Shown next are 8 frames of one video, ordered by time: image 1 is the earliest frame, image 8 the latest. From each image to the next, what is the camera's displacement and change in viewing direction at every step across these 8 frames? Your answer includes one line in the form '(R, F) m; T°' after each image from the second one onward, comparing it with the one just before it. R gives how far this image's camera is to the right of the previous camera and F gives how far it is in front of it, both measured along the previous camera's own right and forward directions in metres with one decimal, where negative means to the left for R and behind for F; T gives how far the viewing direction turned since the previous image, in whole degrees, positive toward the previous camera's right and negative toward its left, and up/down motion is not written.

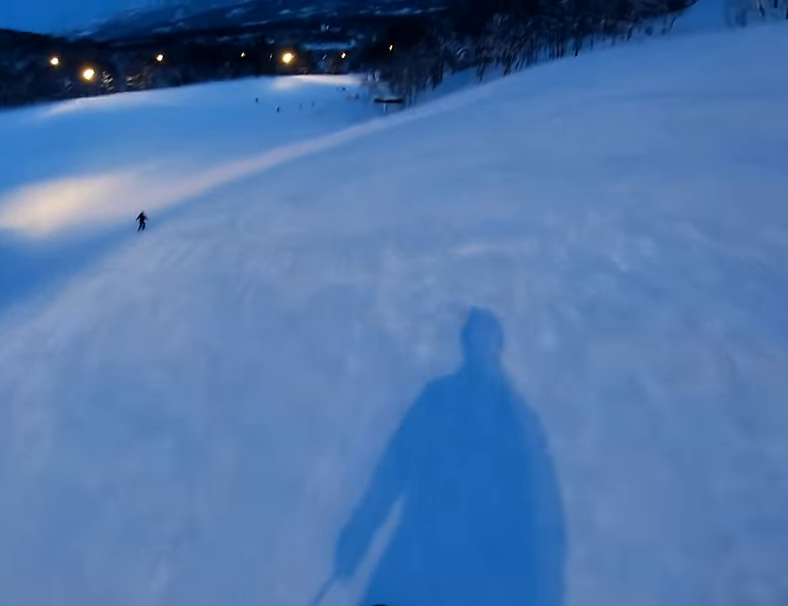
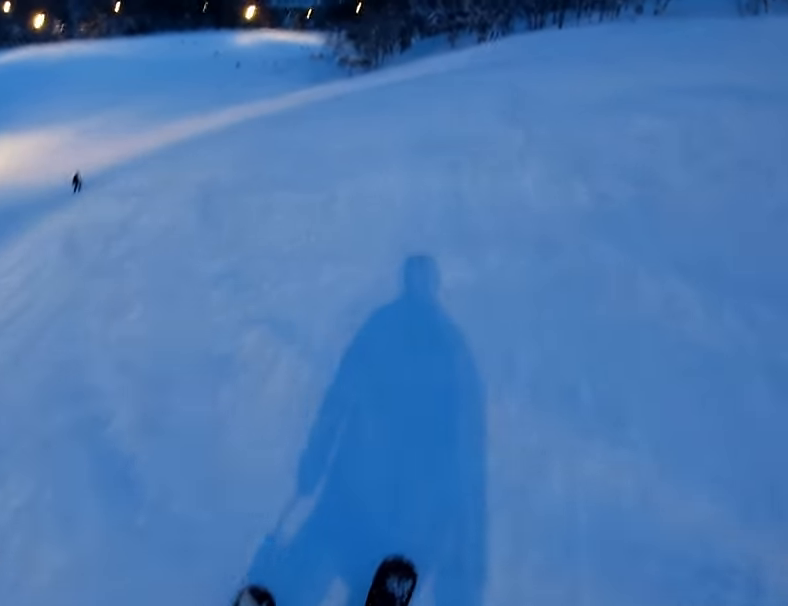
(+0.5, +4.3) m; +5°
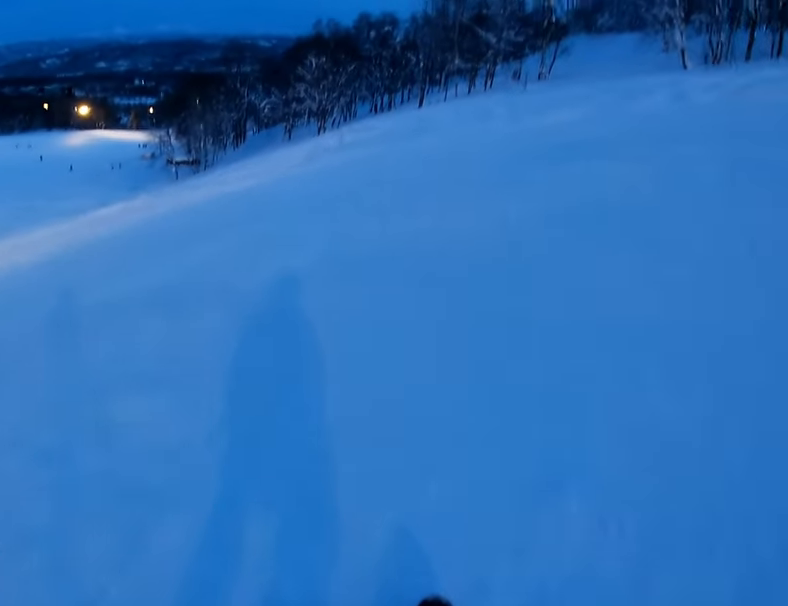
(+1.9, +17.4) m; +13°
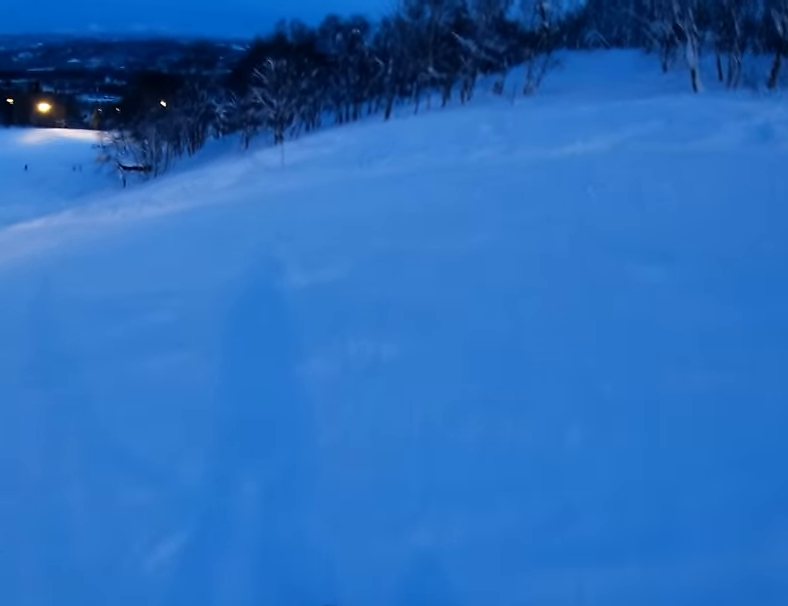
(+0.7, +7.6) m; +7°
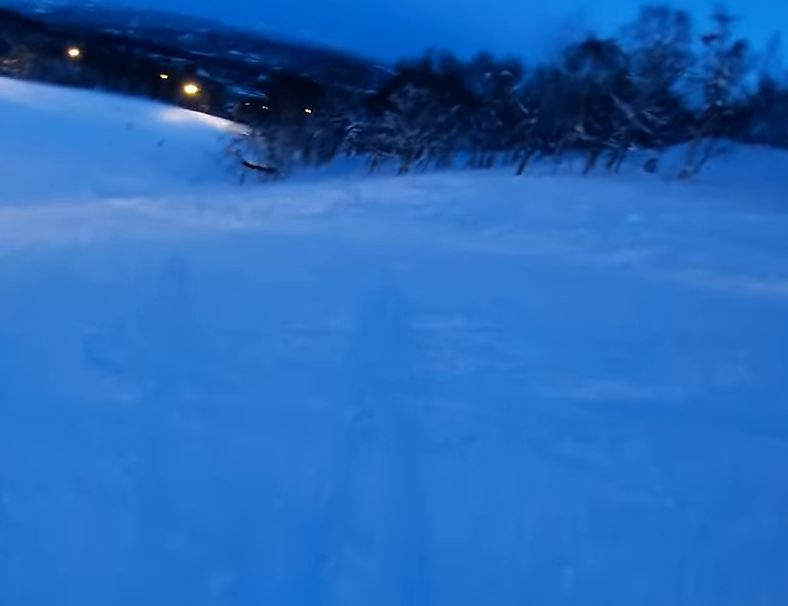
(+0.5, +5.7) m; -4°
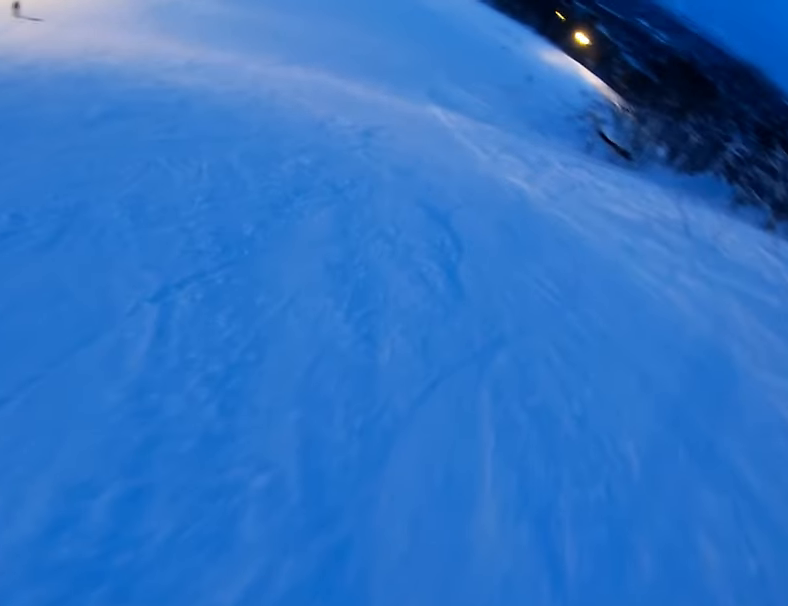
(-0.2, +6.6) m; -32°
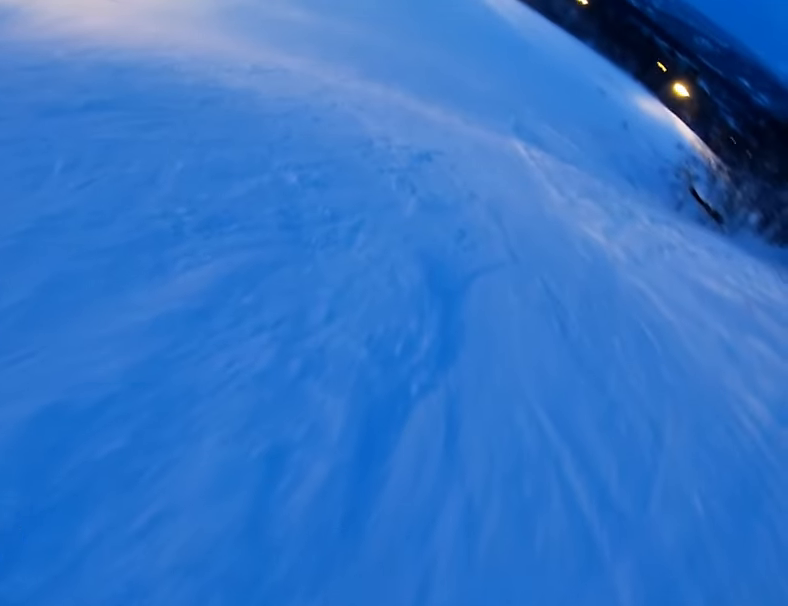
(-1.7, +3.5) m; -14°
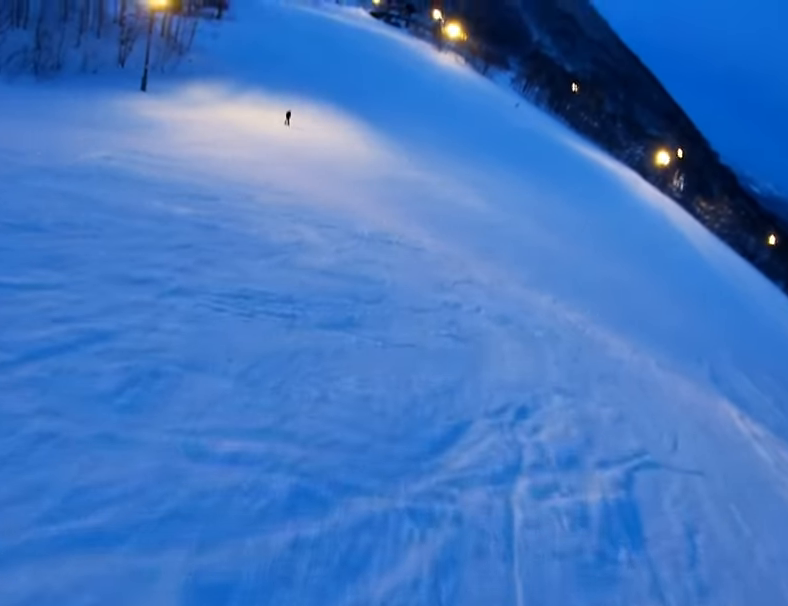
(-4.1, +12.0) m; -32°
